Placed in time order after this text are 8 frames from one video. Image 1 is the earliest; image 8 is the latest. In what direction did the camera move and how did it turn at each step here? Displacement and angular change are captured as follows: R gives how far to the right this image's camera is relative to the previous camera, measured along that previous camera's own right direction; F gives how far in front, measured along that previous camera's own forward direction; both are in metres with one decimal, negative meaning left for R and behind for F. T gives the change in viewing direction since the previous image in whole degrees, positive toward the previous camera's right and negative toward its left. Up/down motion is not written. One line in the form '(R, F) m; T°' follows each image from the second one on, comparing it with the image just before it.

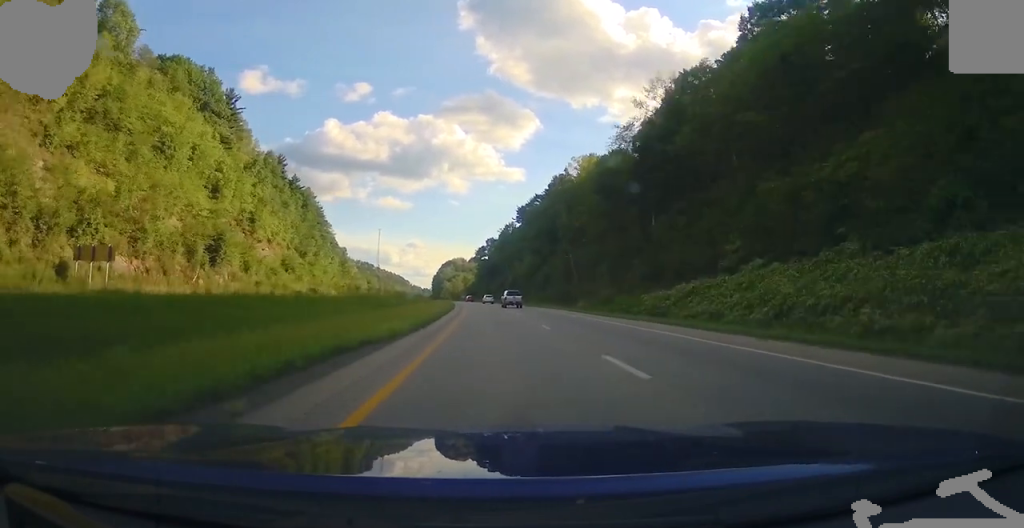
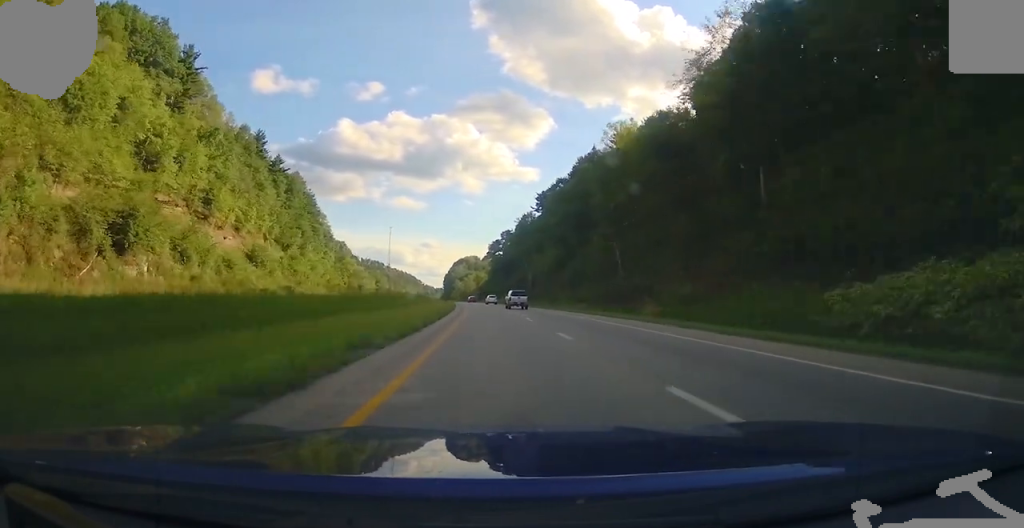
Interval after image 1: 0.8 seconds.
(-1.6, +28.6) m; -3°
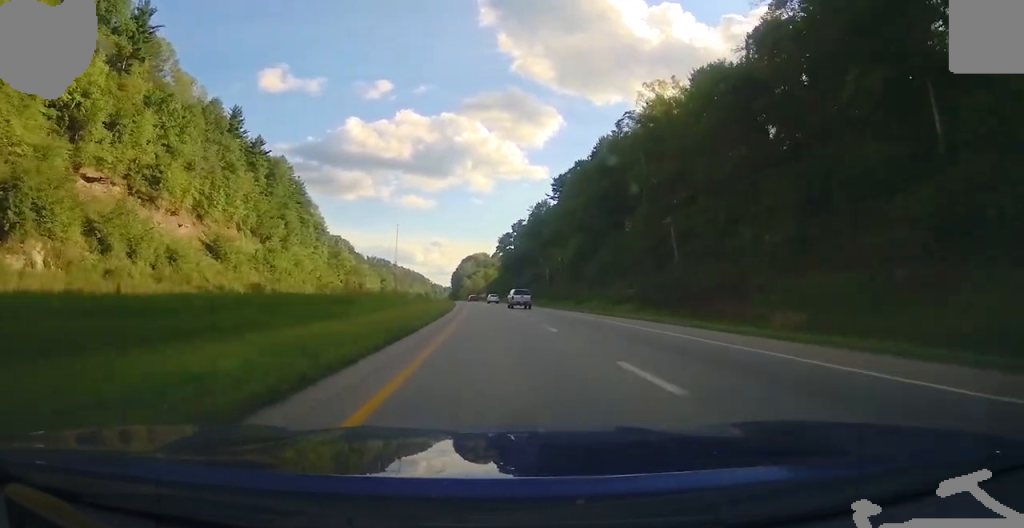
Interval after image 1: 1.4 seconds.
(-0.3, +21.6) m; -1°
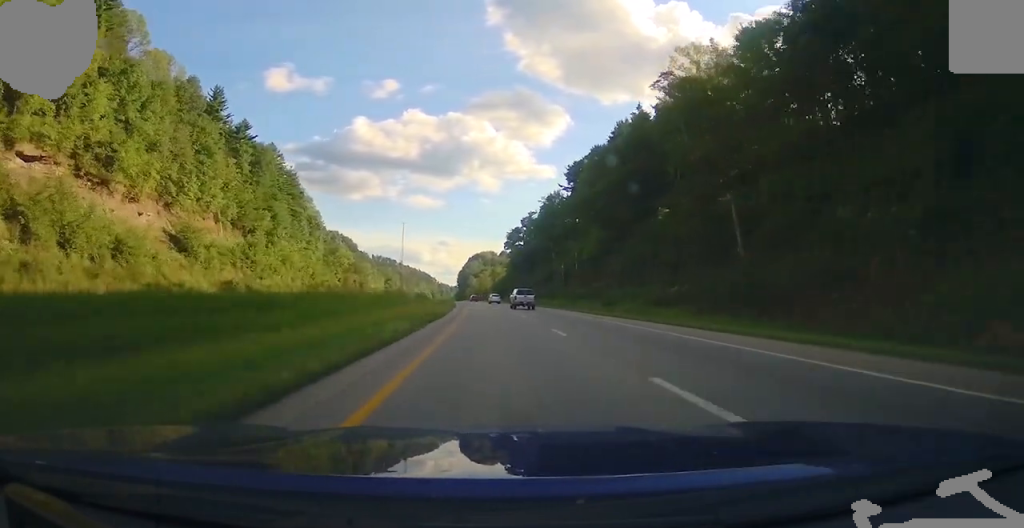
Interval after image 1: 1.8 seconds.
(0.0, +14.4) m; 0°
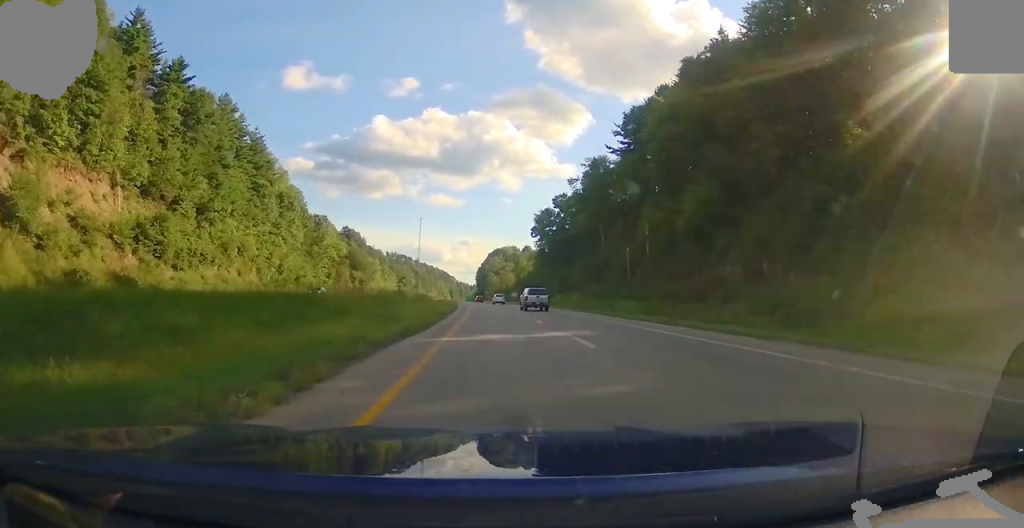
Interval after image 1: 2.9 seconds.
(0.0, +40.8) m; 0°
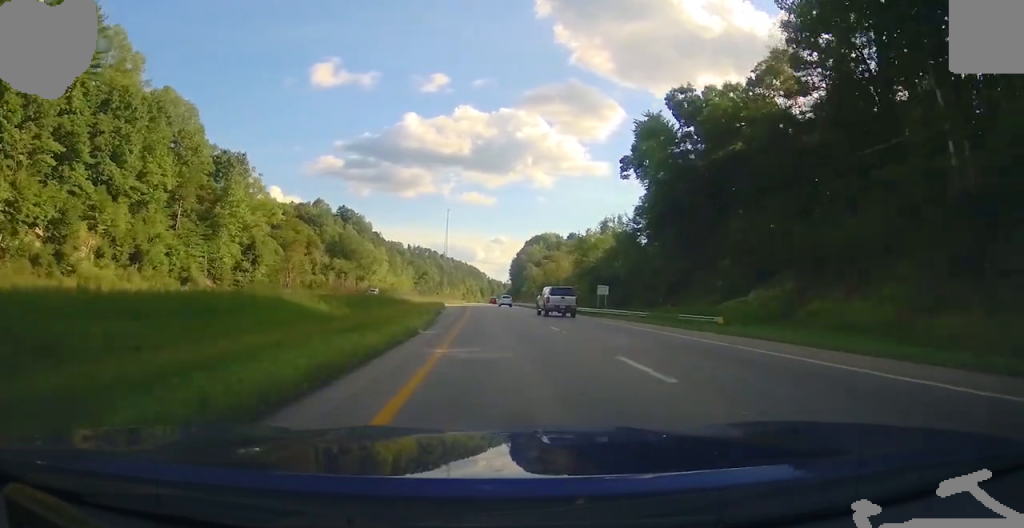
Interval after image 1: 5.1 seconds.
(0.0, +79.3) m; 0°
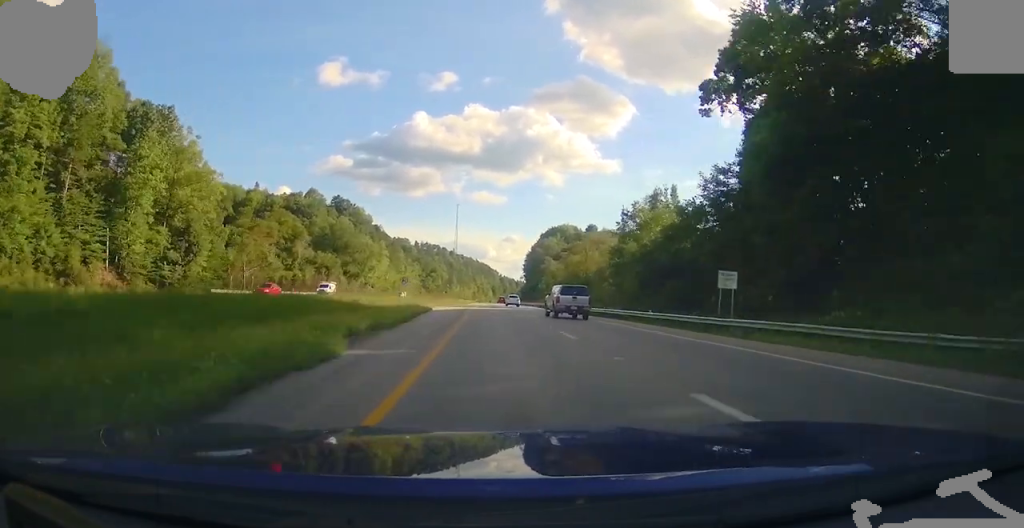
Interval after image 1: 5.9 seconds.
(+0.2, +28.9) m; -2°
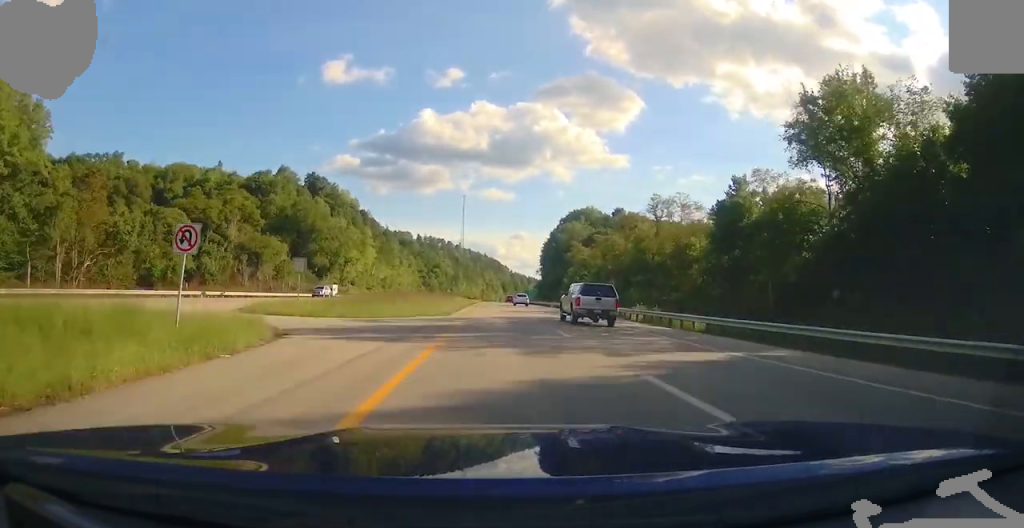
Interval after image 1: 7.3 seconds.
(-2.0, +47.9) m; -3°
